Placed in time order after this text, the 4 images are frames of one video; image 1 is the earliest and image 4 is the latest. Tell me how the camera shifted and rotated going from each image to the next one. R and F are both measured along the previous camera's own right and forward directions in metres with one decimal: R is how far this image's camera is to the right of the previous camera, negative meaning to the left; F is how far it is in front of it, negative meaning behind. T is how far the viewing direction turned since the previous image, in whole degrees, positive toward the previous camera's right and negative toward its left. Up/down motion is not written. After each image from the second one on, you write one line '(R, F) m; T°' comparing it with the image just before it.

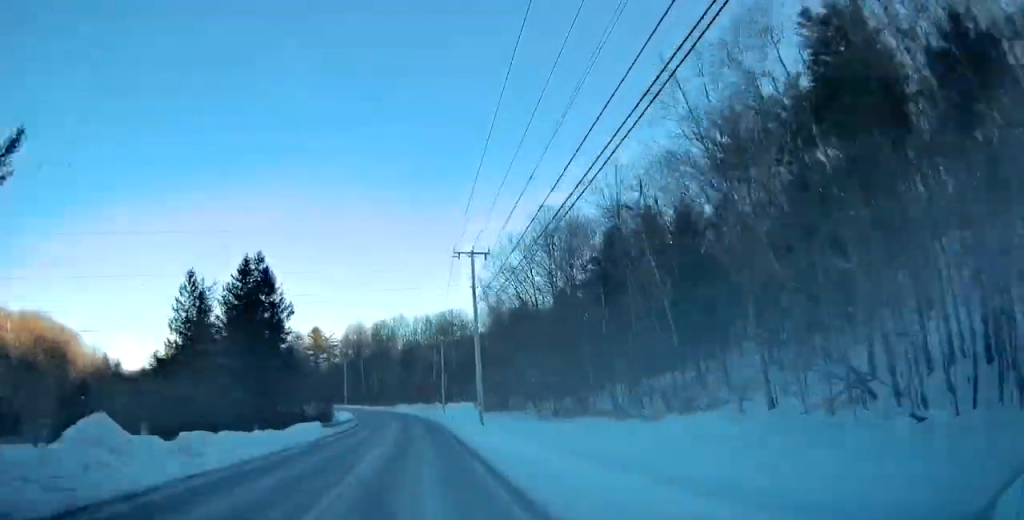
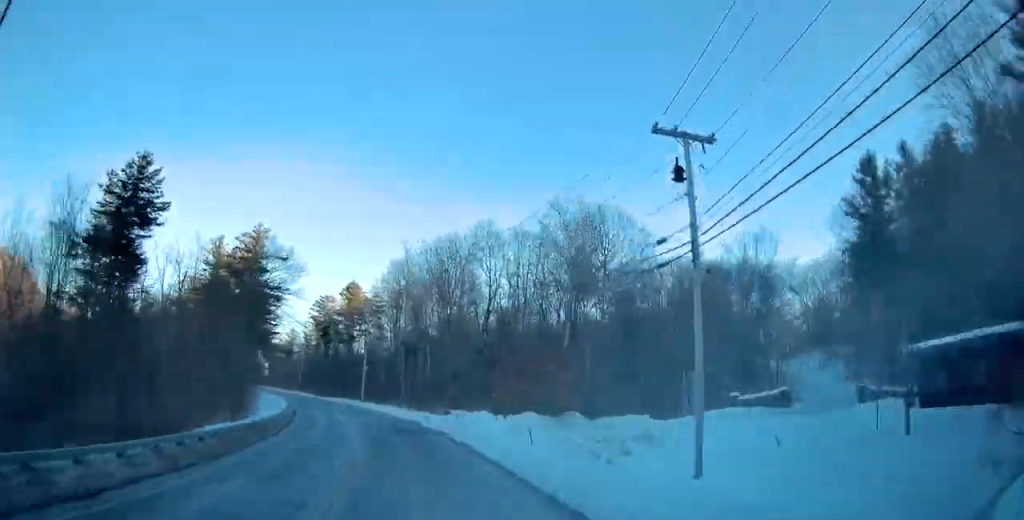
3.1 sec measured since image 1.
(-4.4, +72.4) m; -10°
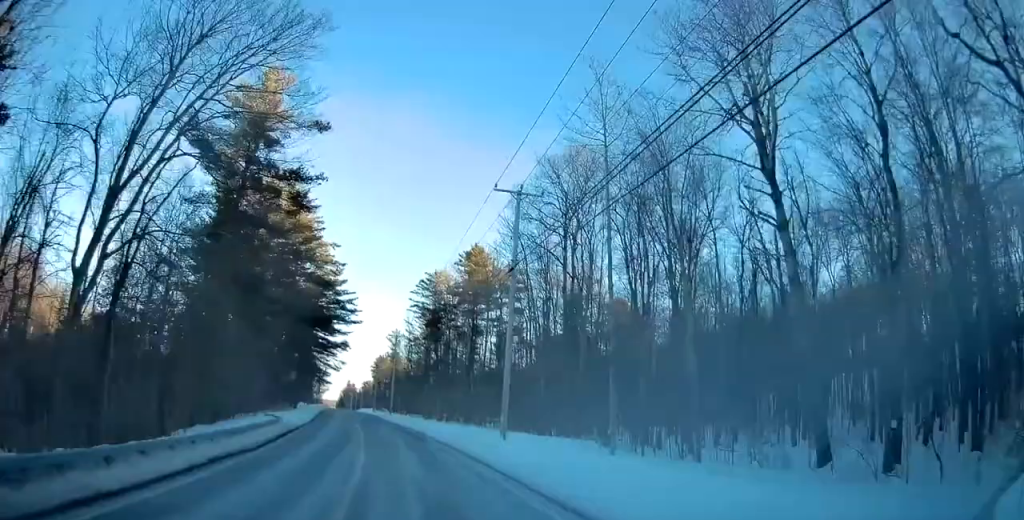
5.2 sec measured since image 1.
(-4.6, +48.6) m; -11°
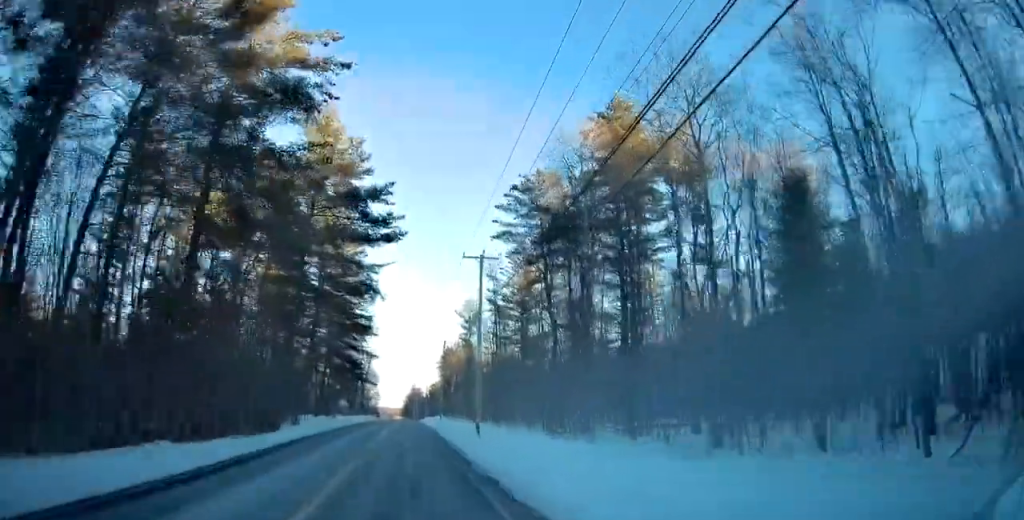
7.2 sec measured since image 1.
(-3.9, +45.5) m; -5°
